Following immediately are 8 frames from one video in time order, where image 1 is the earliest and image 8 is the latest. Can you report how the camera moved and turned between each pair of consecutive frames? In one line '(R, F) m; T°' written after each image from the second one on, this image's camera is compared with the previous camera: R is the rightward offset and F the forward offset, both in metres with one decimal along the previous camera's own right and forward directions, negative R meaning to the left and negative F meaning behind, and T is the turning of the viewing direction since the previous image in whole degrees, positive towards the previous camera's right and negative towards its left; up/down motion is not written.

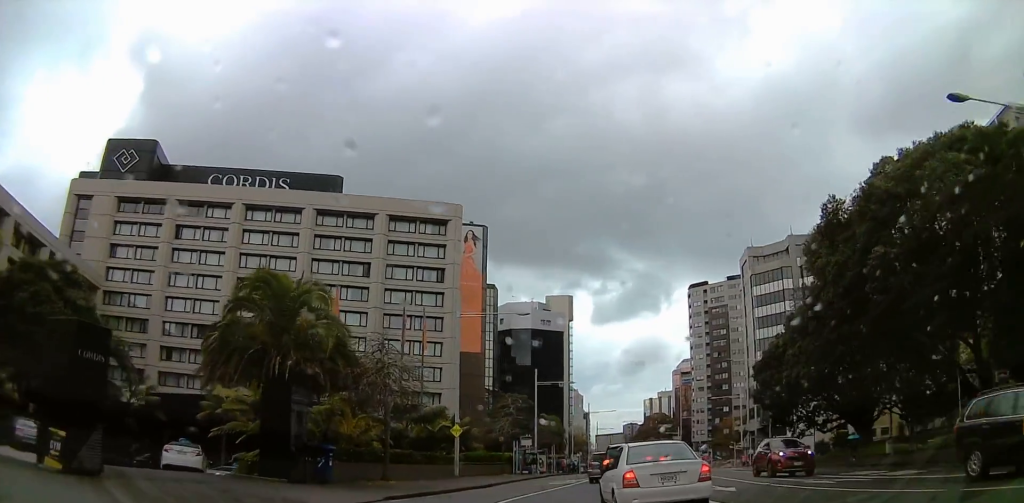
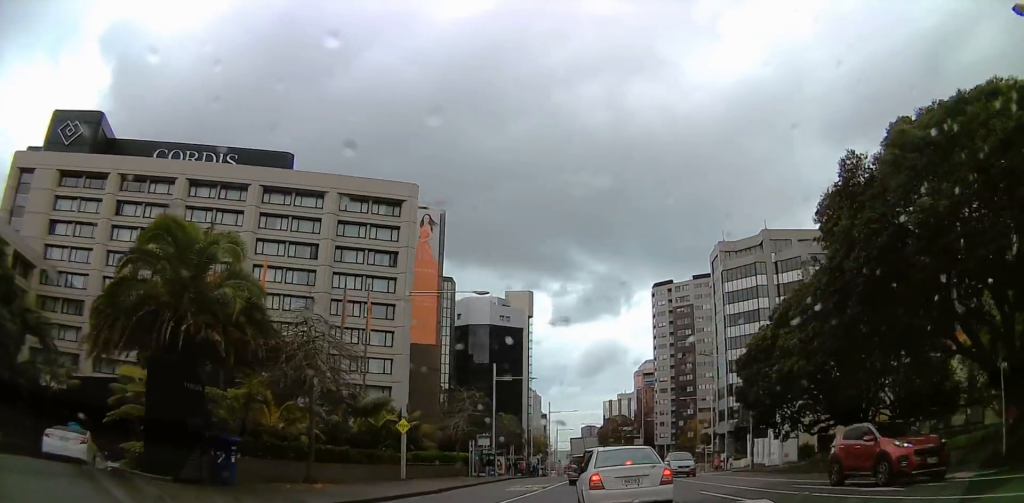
(0.0, +5.4) m; +2°
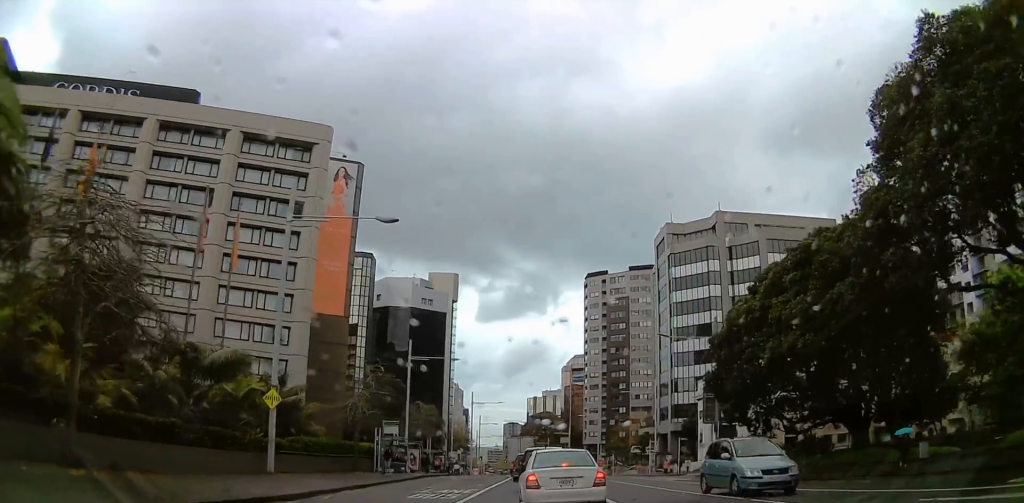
(+0.5, +9.9) m; +5°
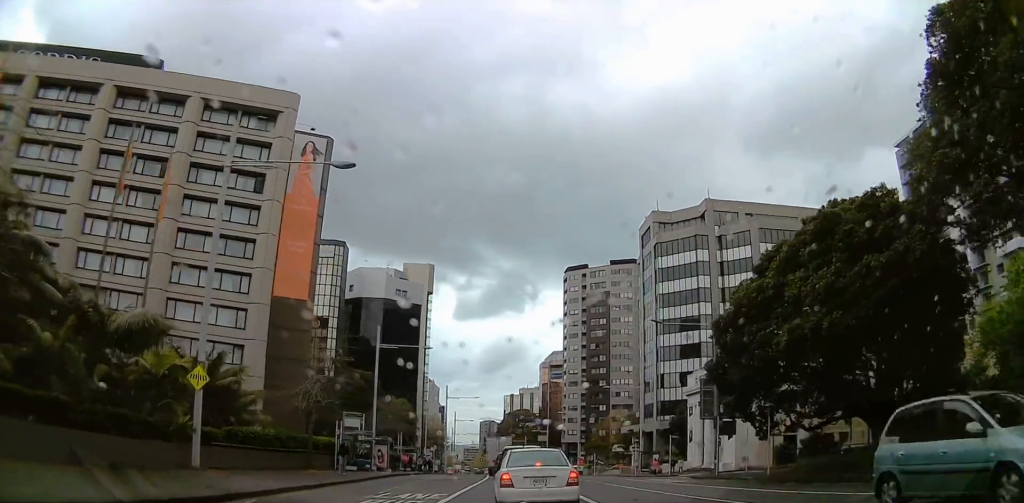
(0.0, +4.8) m; 0°
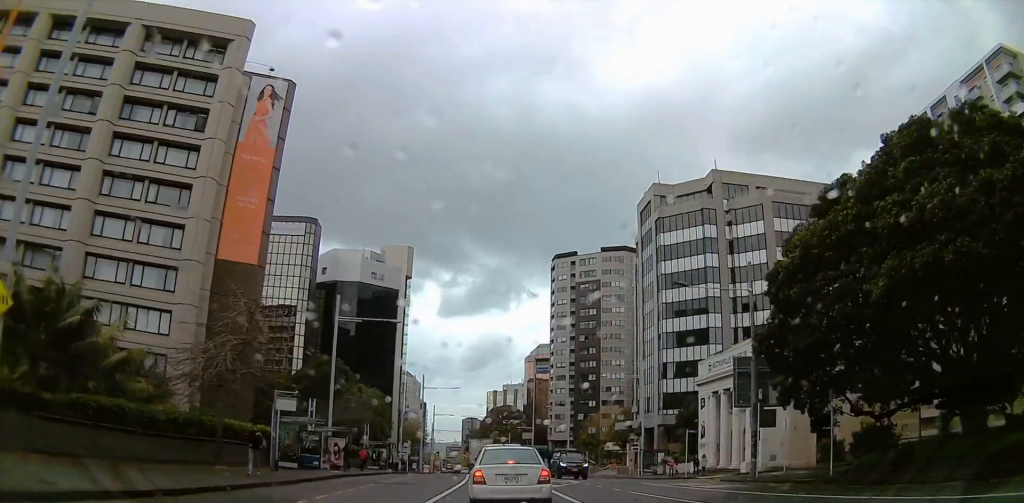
(0.0, +9.1) m; +6°
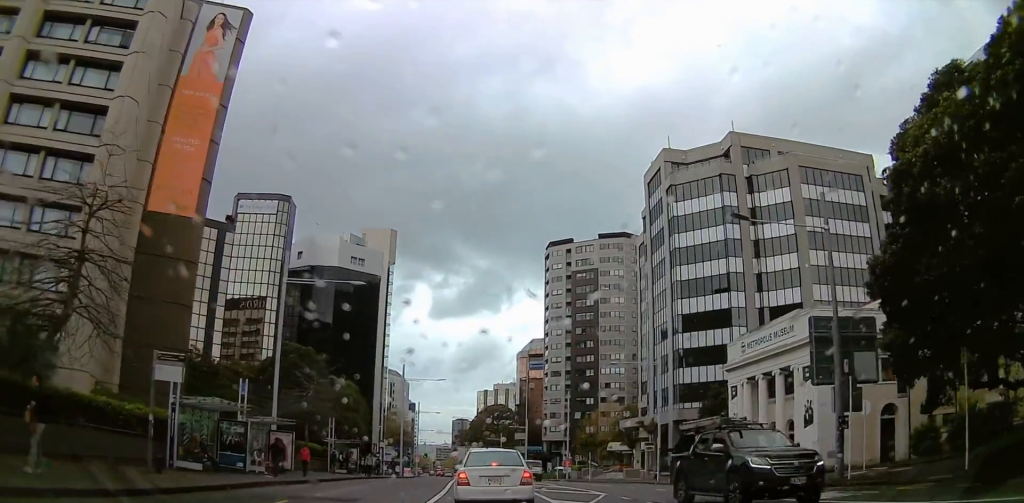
(+1.1, +9.4) m; +6°
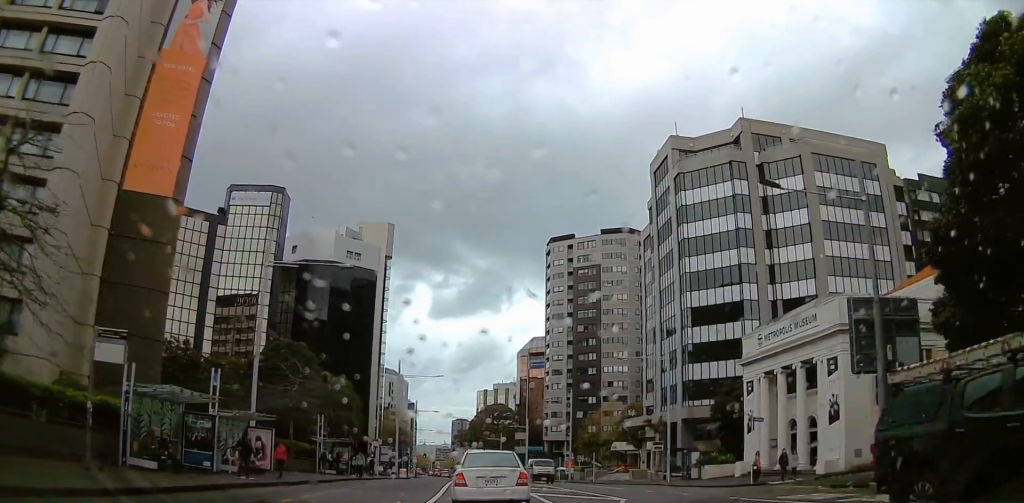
(-0.2, +3.1) m; -2°
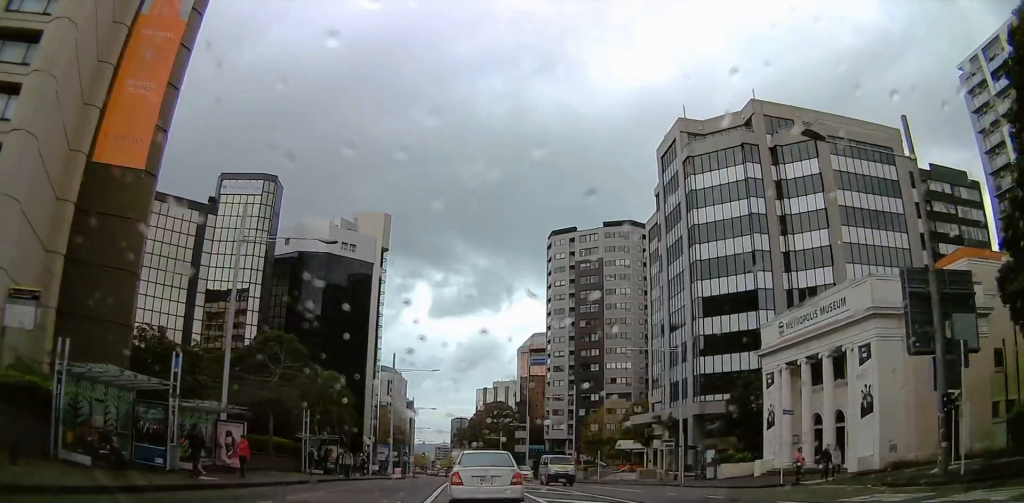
(-0.1, +3.4) m; -1°
